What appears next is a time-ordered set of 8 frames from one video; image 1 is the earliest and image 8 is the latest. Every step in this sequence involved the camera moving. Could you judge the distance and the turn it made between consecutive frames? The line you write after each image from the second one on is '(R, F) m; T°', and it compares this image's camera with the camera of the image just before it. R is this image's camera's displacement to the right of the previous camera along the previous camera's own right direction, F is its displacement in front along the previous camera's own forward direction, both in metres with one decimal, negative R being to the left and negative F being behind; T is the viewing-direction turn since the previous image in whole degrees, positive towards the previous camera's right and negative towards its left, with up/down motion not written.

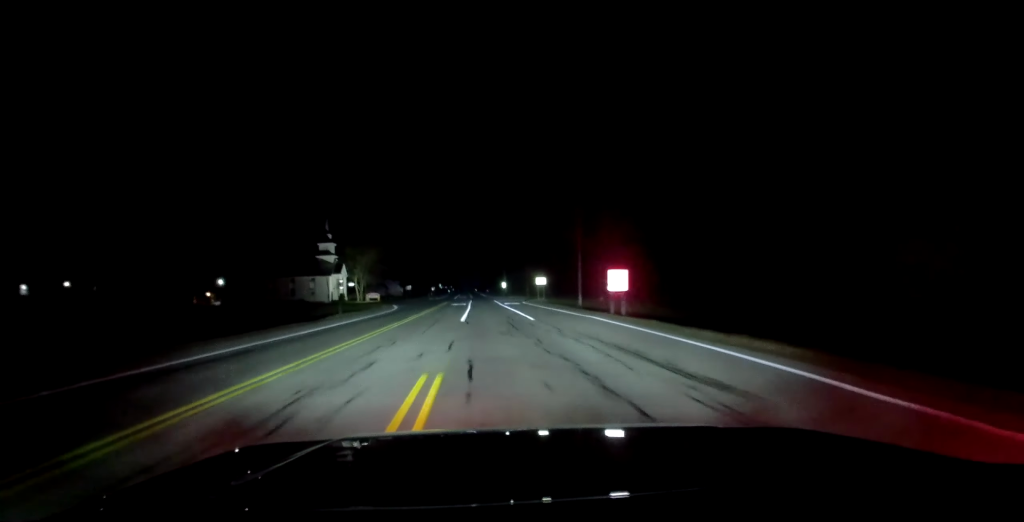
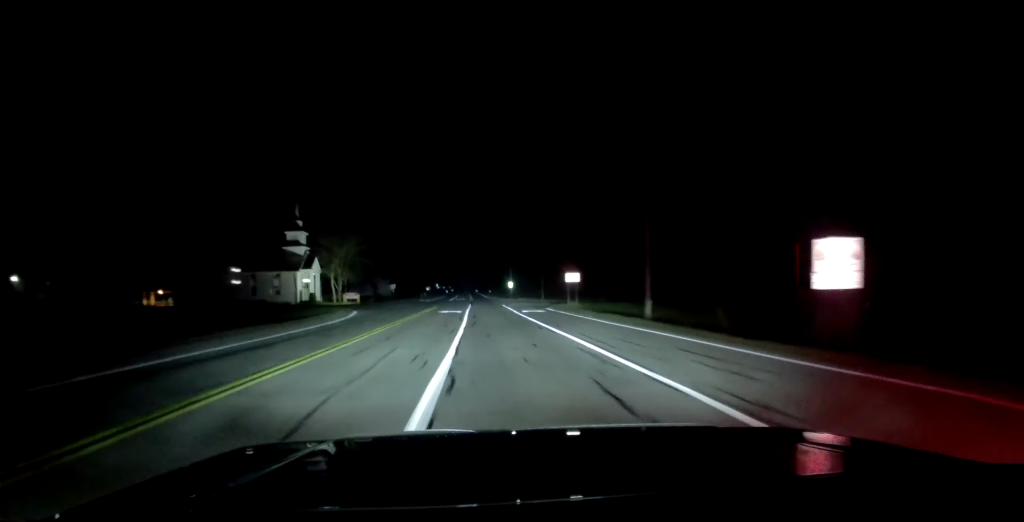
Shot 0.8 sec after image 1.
(+0.3, +26.3) m; +1°
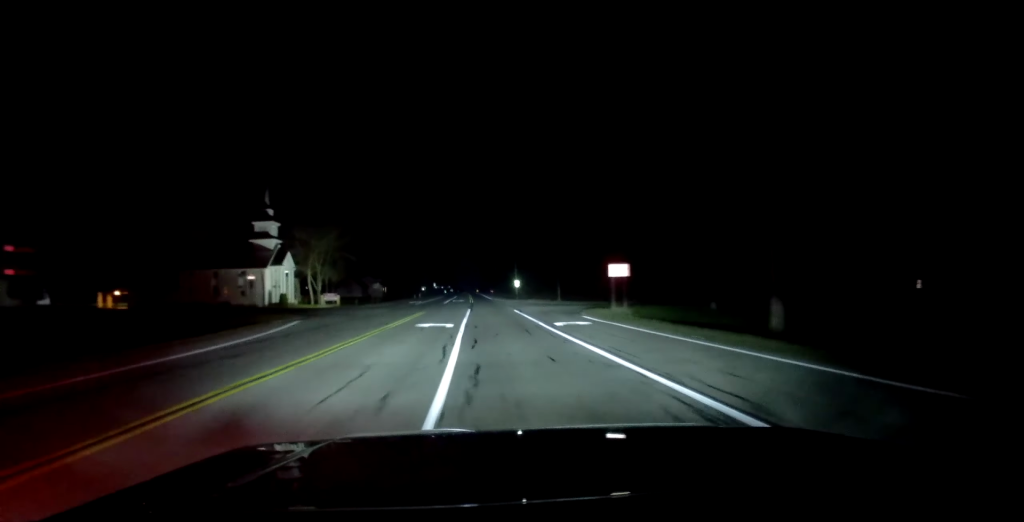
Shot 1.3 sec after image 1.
(+0.2, +18.4) m; +1°
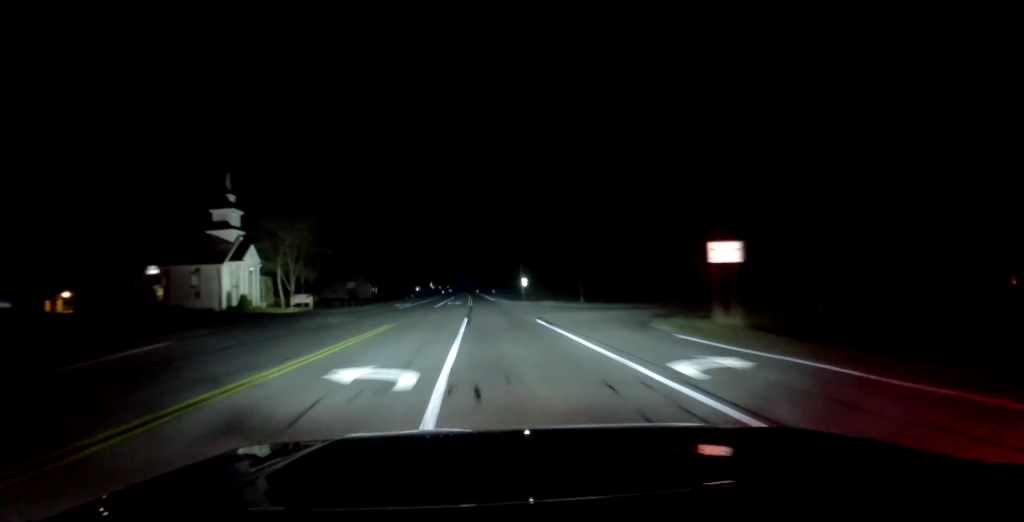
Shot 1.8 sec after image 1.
(+0.2, +17.2) m; 0°
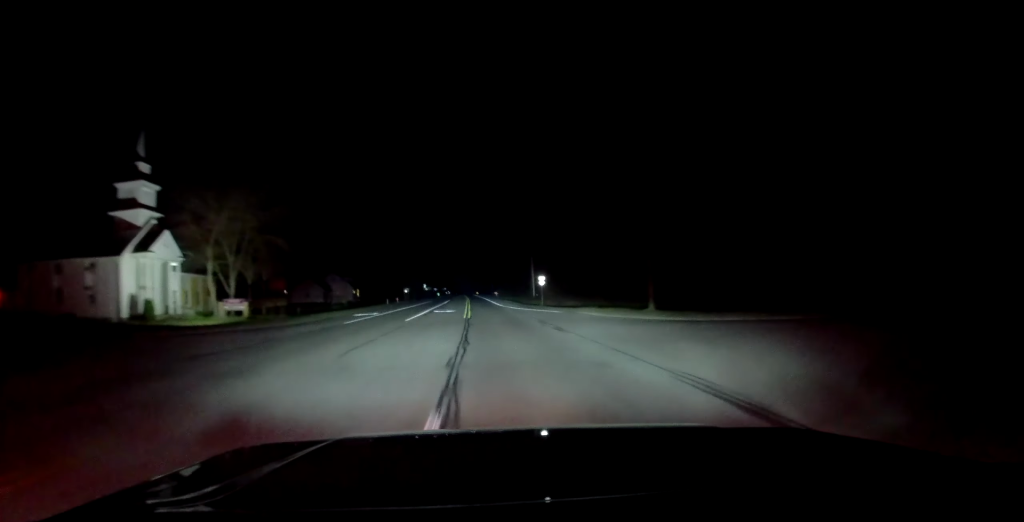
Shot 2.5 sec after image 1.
(0.0, +25.2) m; 0°
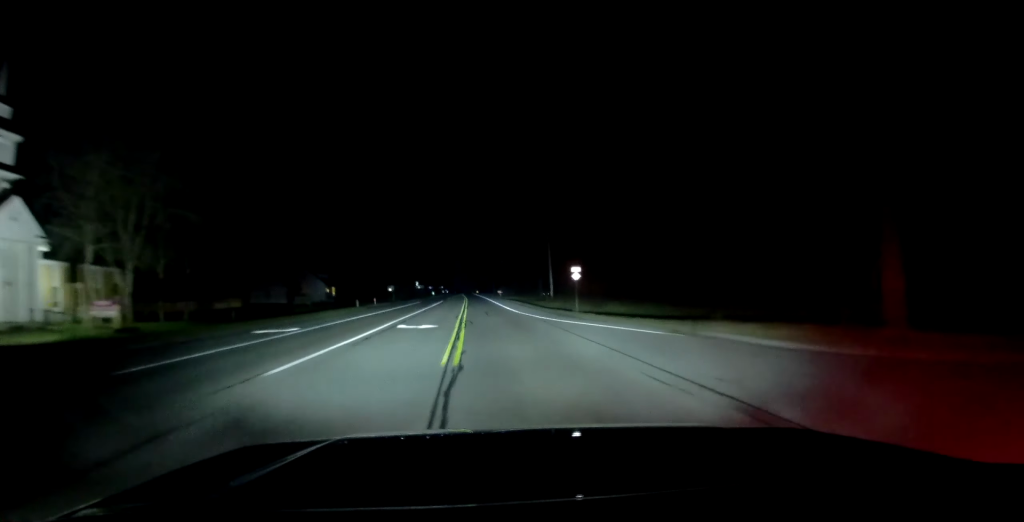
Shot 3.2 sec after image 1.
(0.0, +24.1) m; 0°
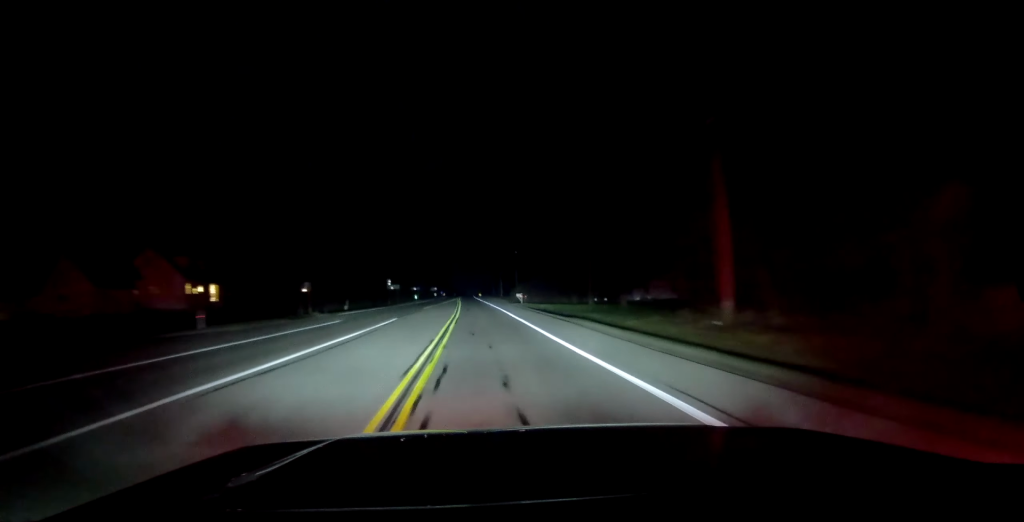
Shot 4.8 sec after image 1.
(-0.7, +54.6) m; -1°
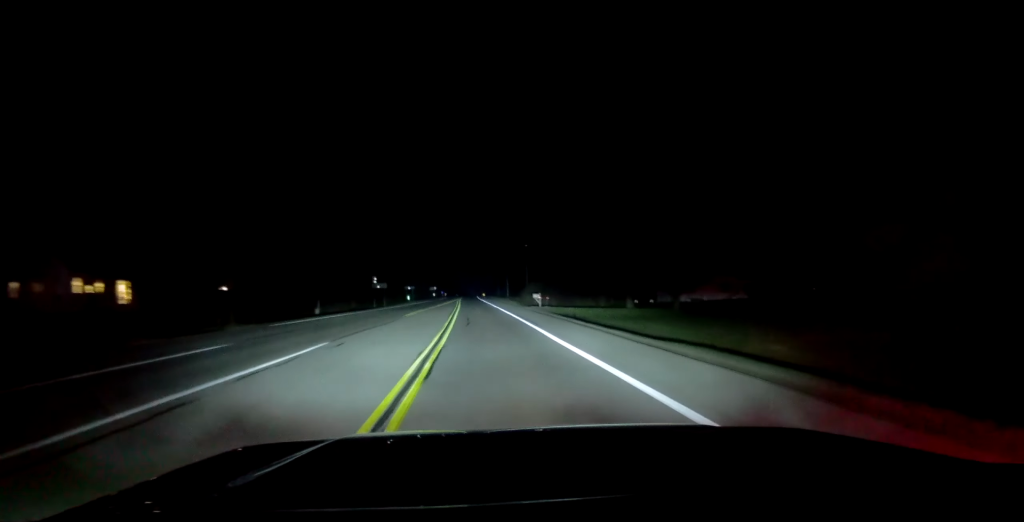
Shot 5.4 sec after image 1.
(0.0, +18.0) m; 0°
